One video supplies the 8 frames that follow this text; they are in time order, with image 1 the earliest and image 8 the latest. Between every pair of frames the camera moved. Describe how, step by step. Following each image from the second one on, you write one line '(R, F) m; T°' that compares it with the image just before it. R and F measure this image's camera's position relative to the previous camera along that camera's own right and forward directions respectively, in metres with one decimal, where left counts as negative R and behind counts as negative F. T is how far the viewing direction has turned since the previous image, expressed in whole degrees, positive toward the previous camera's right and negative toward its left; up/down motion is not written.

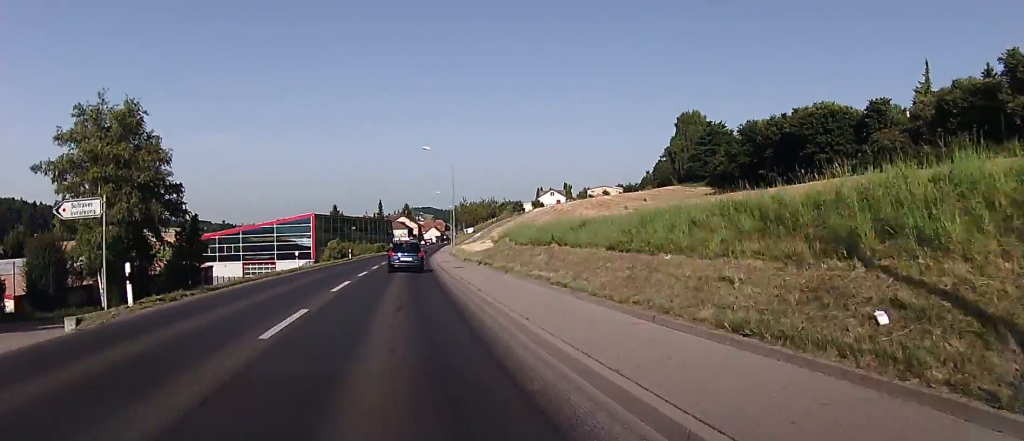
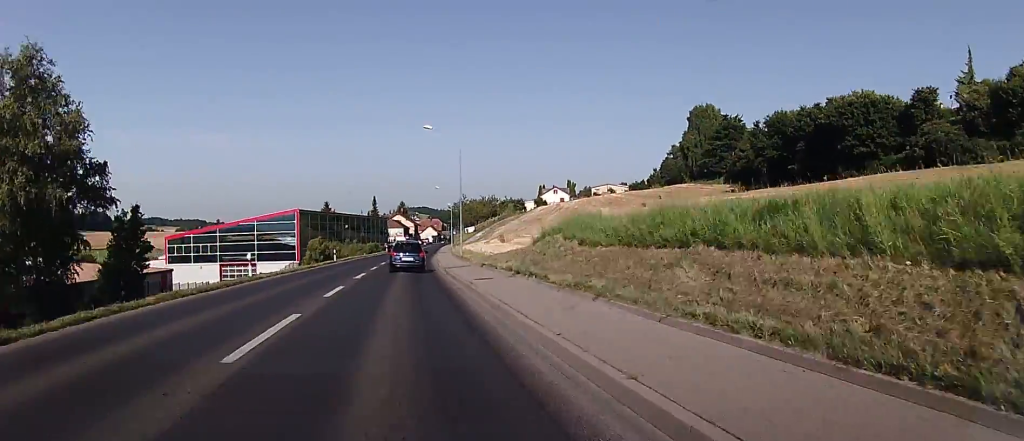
(+0.3, +11.0) m; 0°
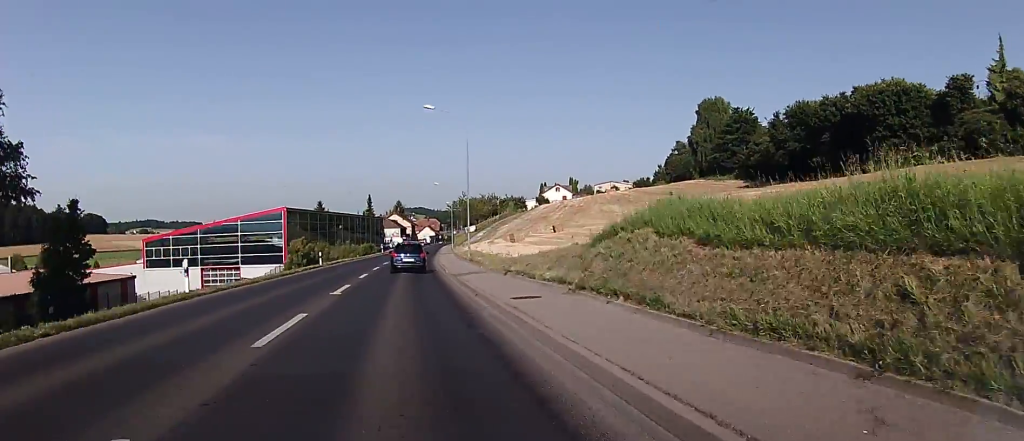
(0.0, +7.7) m; 0°
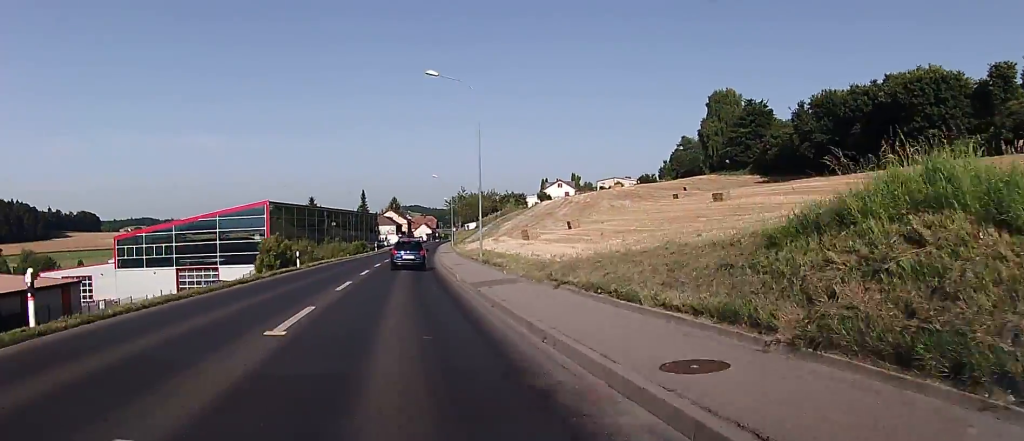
(-0.2, +8.3) m; 0°
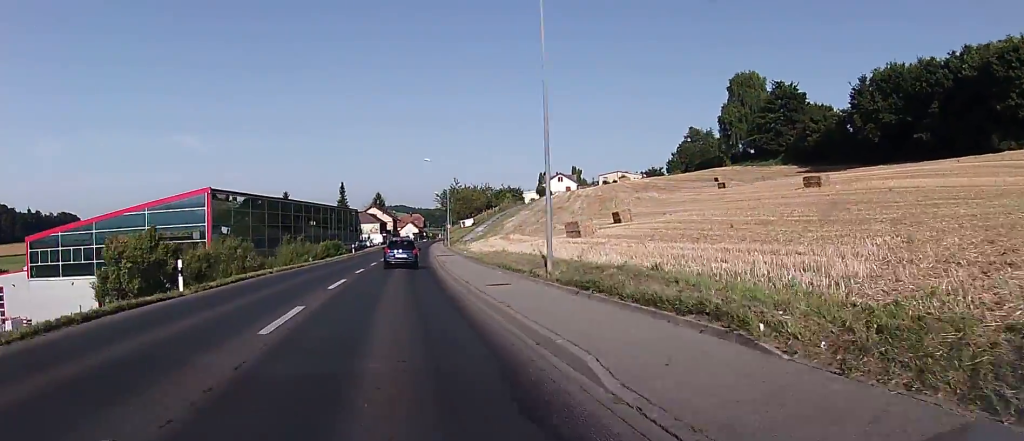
(+0.4, +18.2) m; +2°
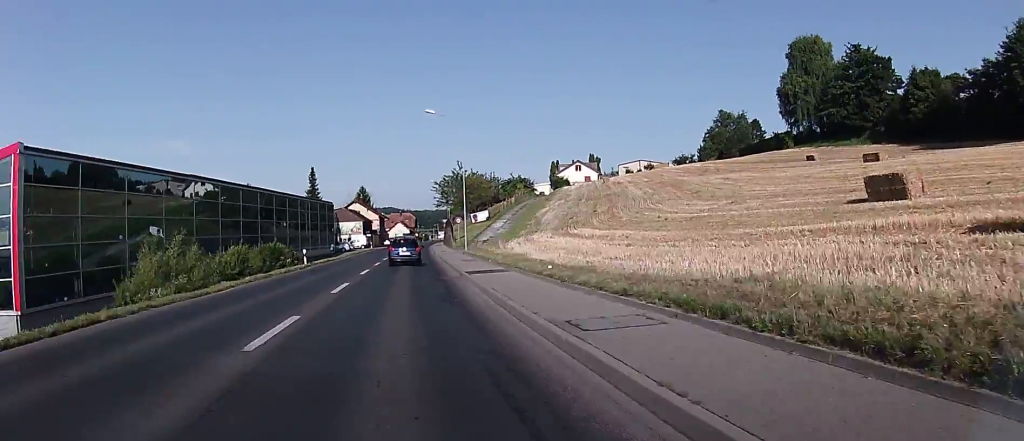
(+0.8, +29.0) m; +2°
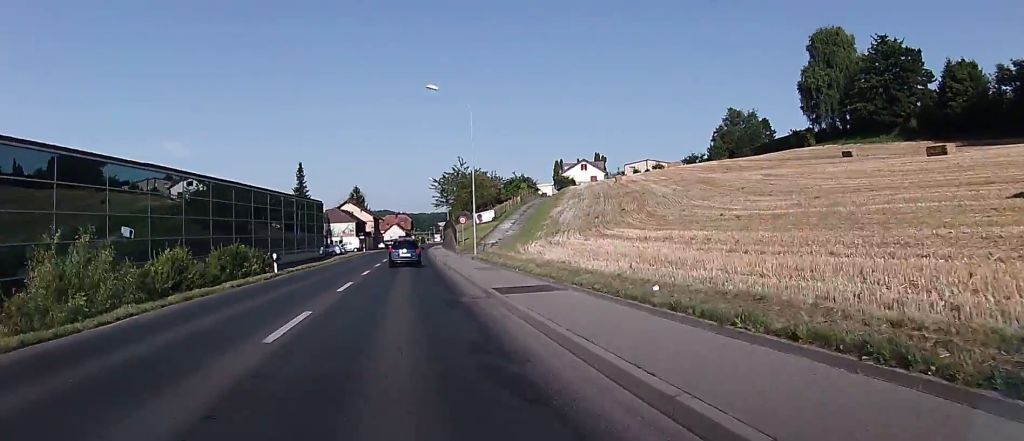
(+0.1, +8.2) m; 0°
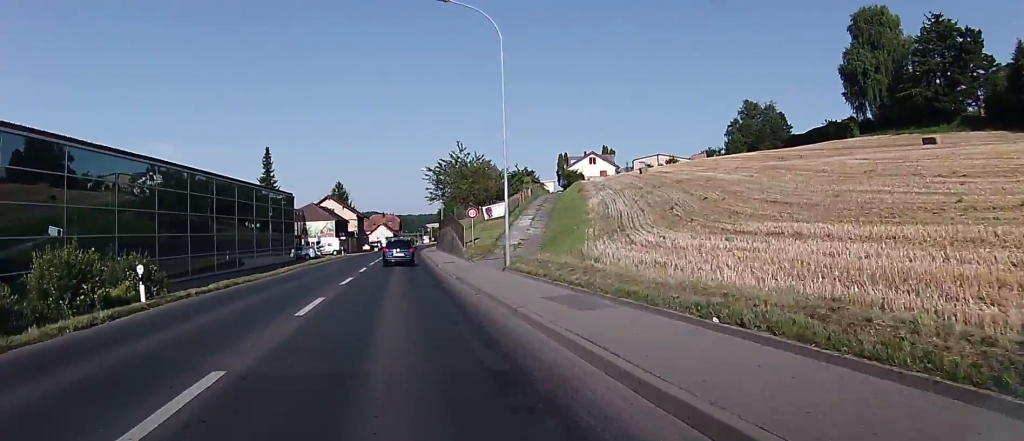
(-0.4, +15.3) m; 0°
